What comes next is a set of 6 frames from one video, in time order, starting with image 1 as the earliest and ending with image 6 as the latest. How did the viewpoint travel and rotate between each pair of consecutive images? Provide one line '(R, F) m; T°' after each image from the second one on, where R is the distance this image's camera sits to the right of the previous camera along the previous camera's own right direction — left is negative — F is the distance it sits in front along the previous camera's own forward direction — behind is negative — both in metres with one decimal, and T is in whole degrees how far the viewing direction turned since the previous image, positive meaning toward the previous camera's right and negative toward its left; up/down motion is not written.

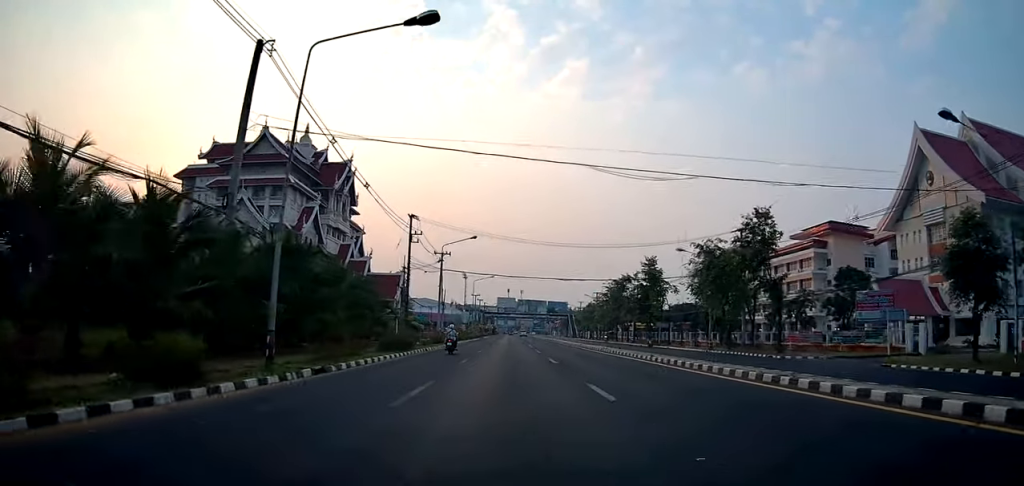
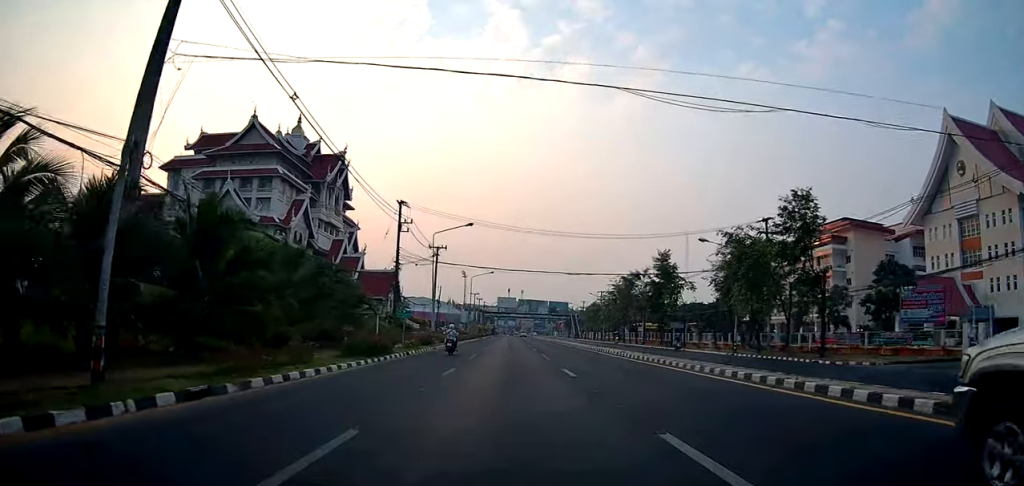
(+0.2, +6.2) m; 0°
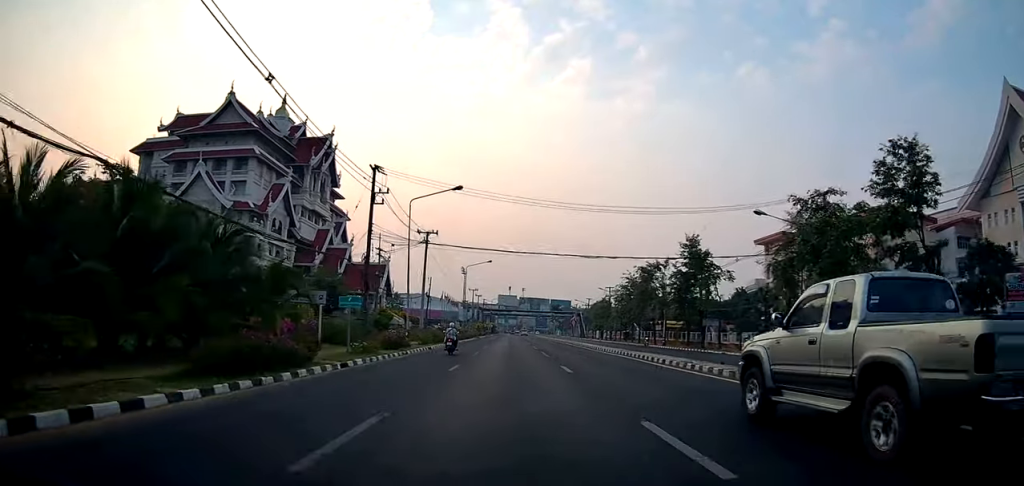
(-0.2, +11.0) m; -1°
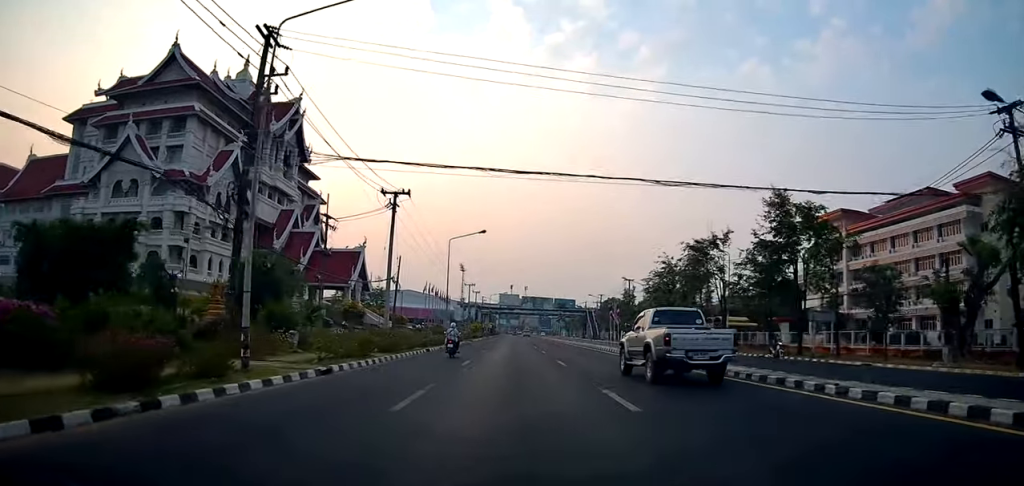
(-0.4, +20.6) m; +1°
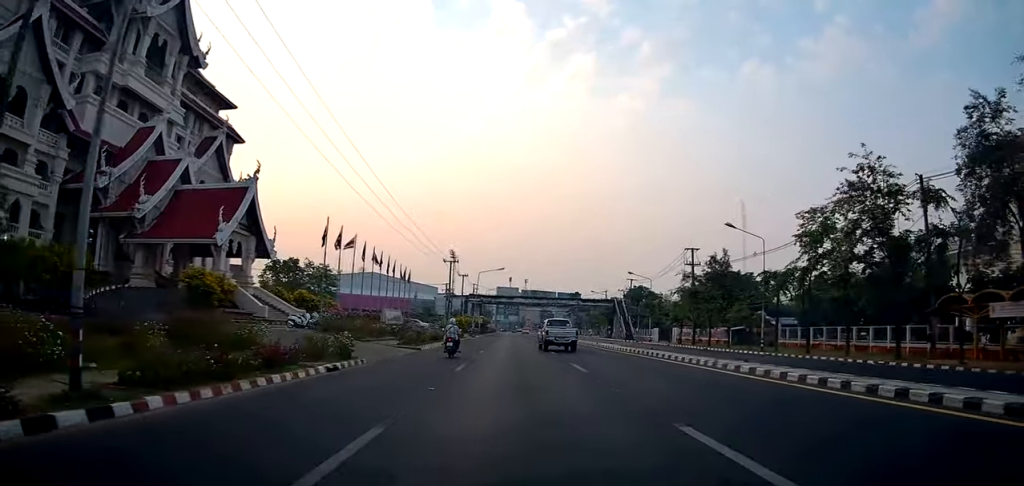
(+0.2, +40.9) m; +1°
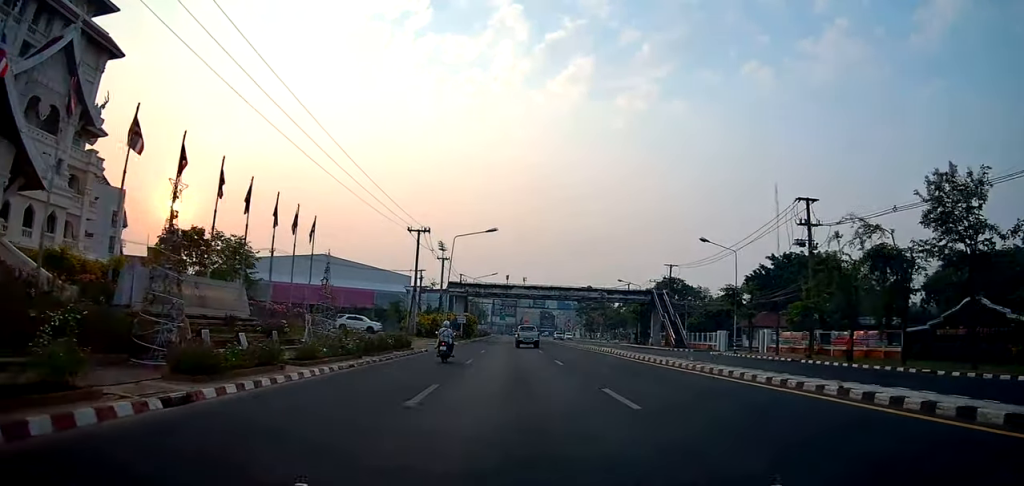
(-0.5, +31.4) m; -2°
